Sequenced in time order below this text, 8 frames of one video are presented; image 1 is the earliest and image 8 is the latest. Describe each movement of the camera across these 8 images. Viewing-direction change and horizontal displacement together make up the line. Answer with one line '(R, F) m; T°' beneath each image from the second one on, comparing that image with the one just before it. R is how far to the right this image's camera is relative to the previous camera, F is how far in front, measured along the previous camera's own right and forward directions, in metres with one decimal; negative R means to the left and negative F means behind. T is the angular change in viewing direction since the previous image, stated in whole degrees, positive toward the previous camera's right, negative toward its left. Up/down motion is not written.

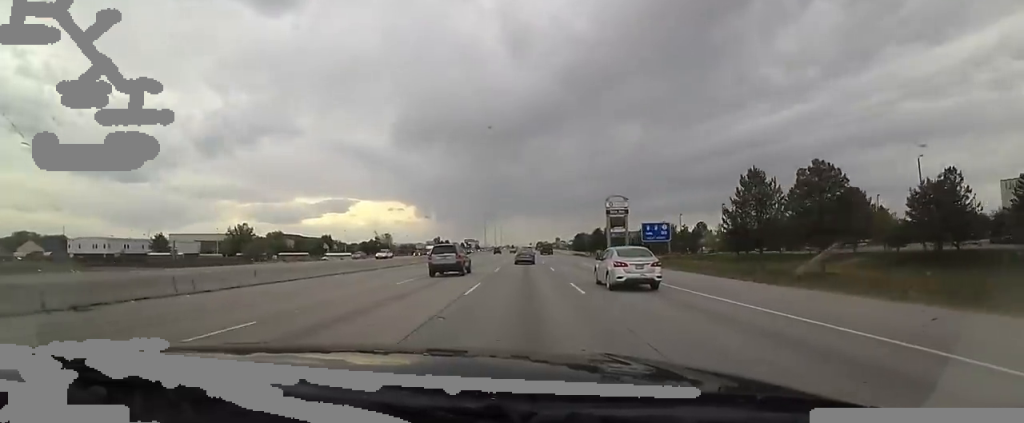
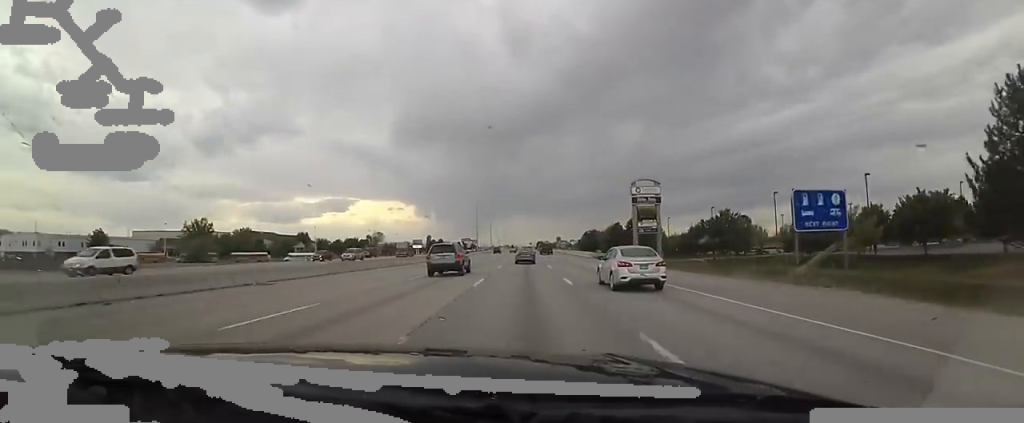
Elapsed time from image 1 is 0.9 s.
(0.0, +27.2) m; 0°
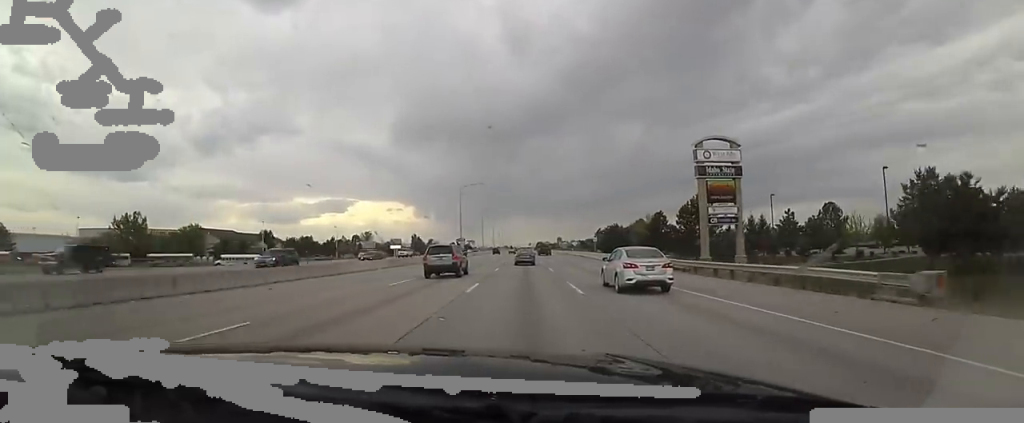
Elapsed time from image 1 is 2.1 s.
(0.0, +33.0) m; 0°
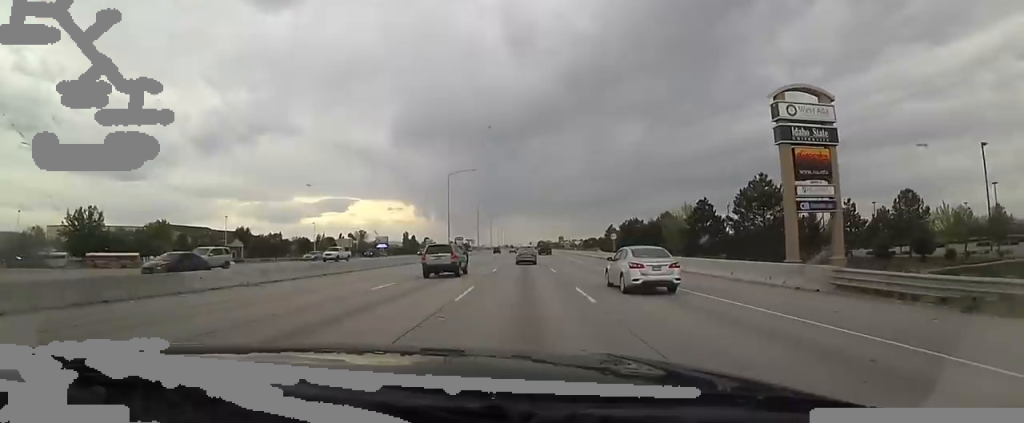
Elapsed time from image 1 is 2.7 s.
(0.0, +17.5) m; 0°
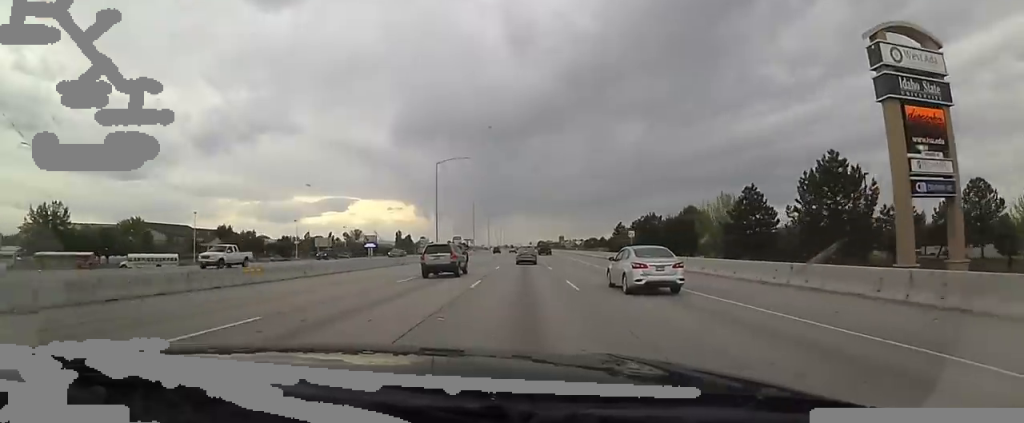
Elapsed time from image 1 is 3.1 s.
(0.0, +11.6) m; 0°
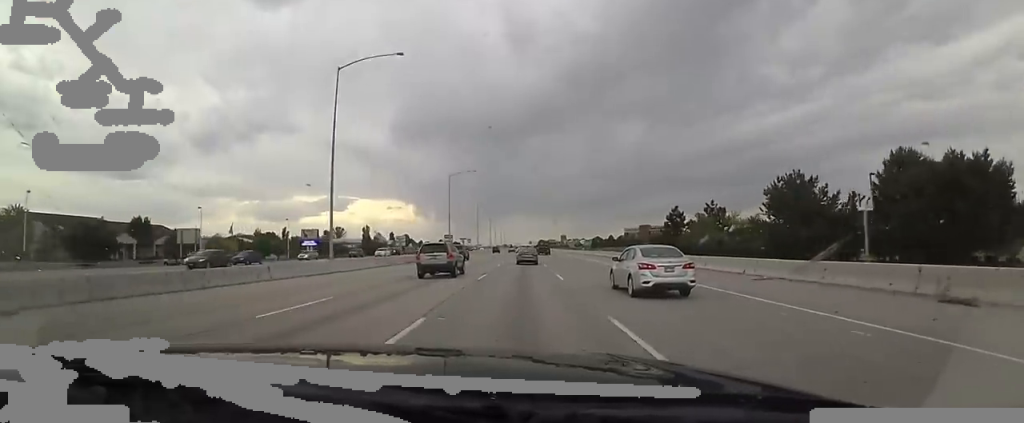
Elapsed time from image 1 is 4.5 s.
(0.0, +40.3) m; 0°
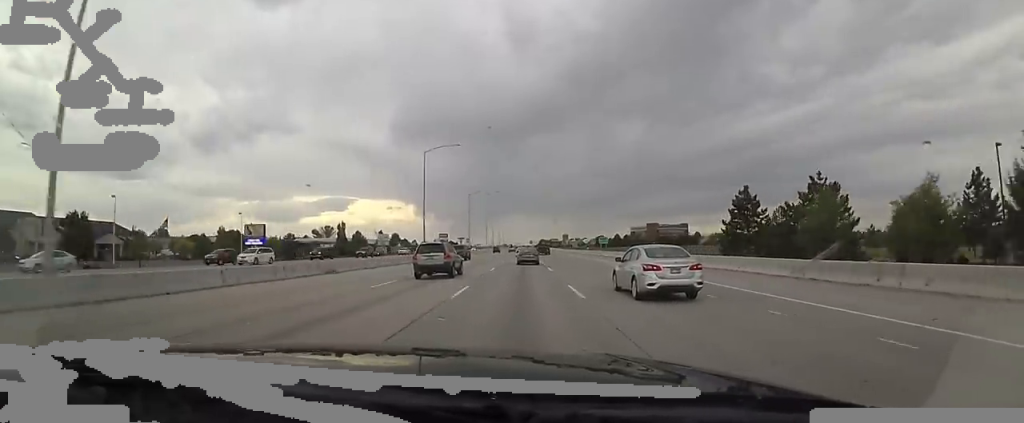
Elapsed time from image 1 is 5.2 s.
(0.0, +21.7) m; 0°
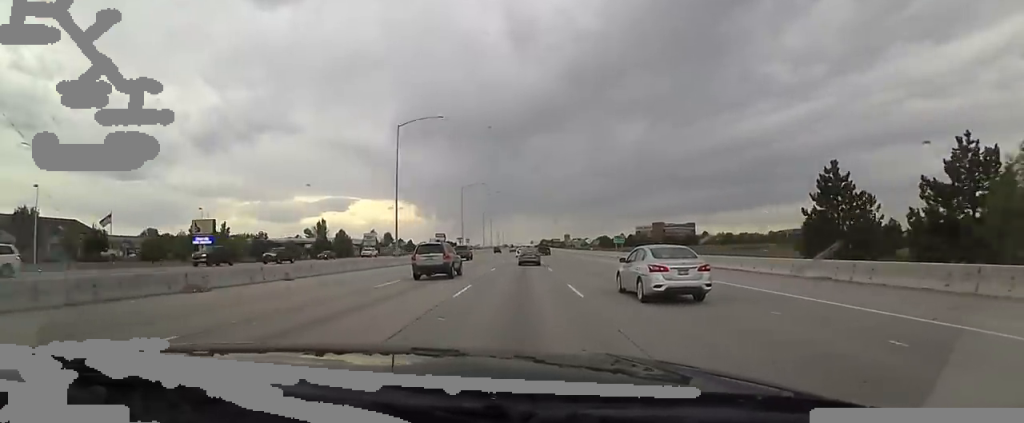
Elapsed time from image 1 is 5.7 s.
(0.0, +14.0) m; 0°
